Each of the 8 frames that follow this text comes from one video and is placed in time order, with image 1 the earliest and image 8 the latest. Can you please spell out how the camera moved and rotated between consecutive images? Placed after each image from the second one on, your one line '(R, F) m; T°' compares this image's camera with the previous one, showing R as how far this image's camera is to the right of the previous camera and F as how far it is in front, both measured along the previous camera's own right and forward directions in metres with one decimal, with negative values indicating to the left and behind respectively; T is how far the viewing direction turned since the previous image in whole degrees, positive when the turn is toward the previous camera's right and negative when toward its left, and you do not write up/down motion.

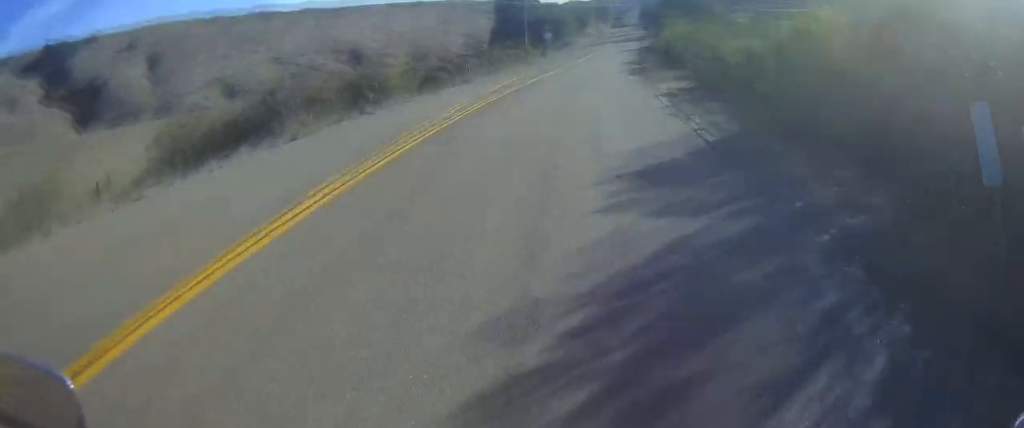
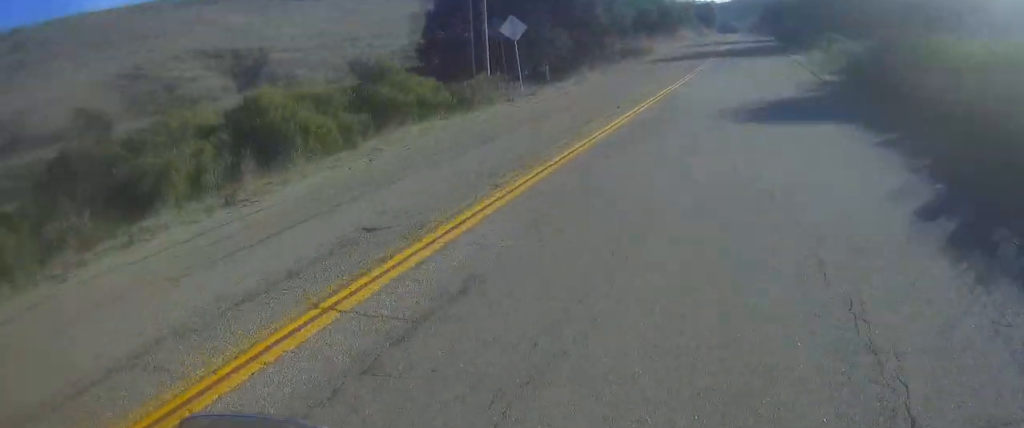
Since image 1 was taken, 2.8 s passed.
(+7.6, +57.0) m; +13°
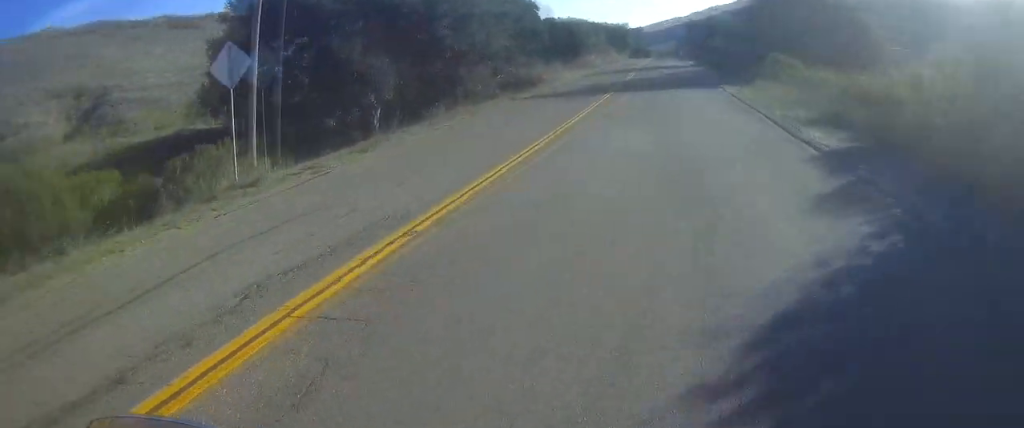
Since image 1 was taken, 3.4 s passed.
(-0.3, +12.6) m; -1°
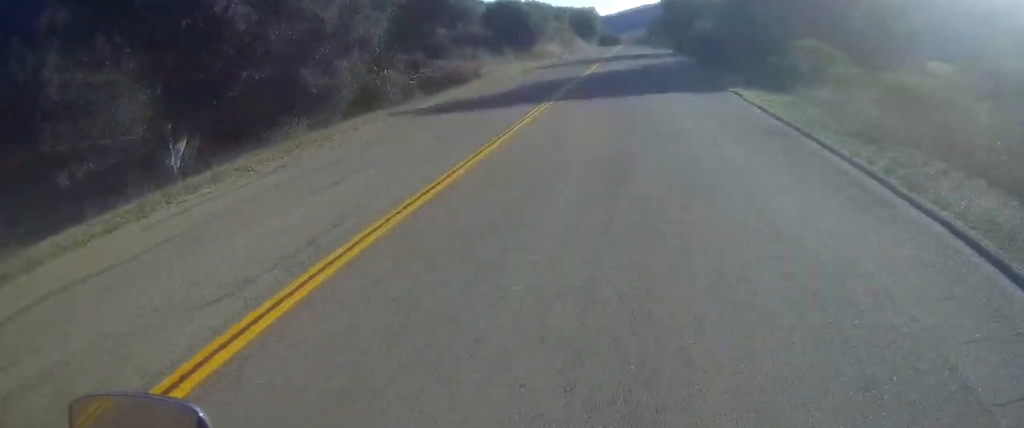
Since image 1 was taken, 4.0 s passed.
(-0.1, +13.2) m; 0°
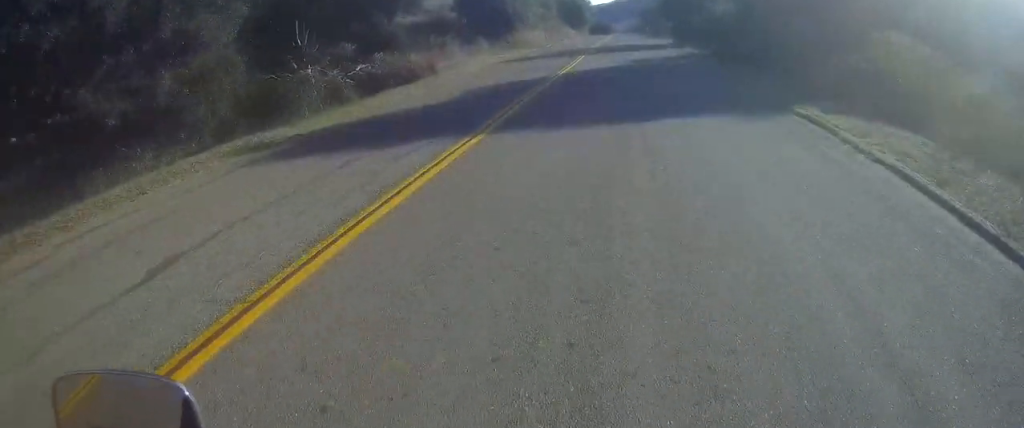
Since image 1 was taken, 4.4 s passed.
(0.0, +9.0) m; 0°
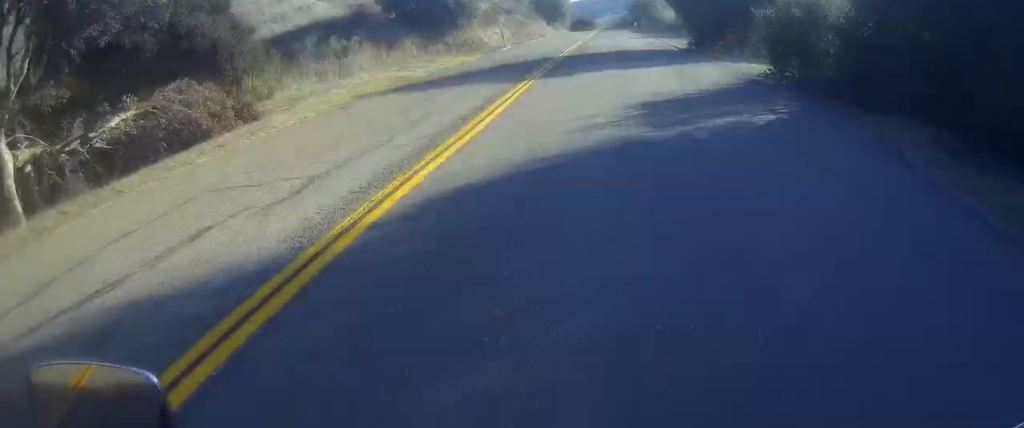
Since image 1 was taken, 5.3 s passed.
(+0.2, +17.0) m; +1°
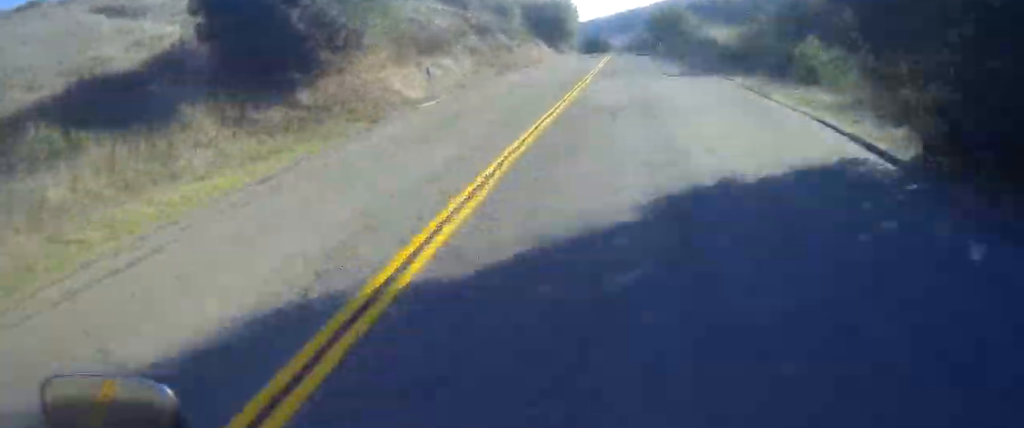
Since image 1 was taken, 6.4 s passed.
(+0.3, +22.9) m; 0°
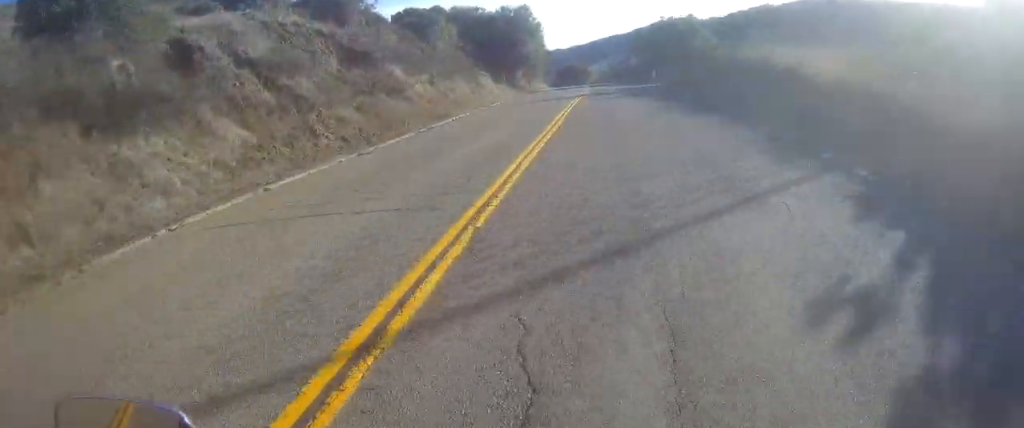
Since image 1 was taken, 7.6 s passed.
(-0.4, +22.4) m; 0°
